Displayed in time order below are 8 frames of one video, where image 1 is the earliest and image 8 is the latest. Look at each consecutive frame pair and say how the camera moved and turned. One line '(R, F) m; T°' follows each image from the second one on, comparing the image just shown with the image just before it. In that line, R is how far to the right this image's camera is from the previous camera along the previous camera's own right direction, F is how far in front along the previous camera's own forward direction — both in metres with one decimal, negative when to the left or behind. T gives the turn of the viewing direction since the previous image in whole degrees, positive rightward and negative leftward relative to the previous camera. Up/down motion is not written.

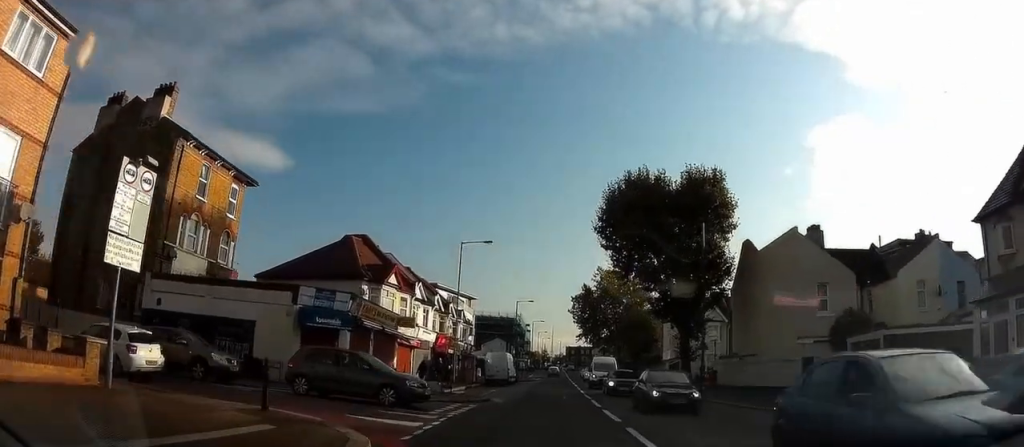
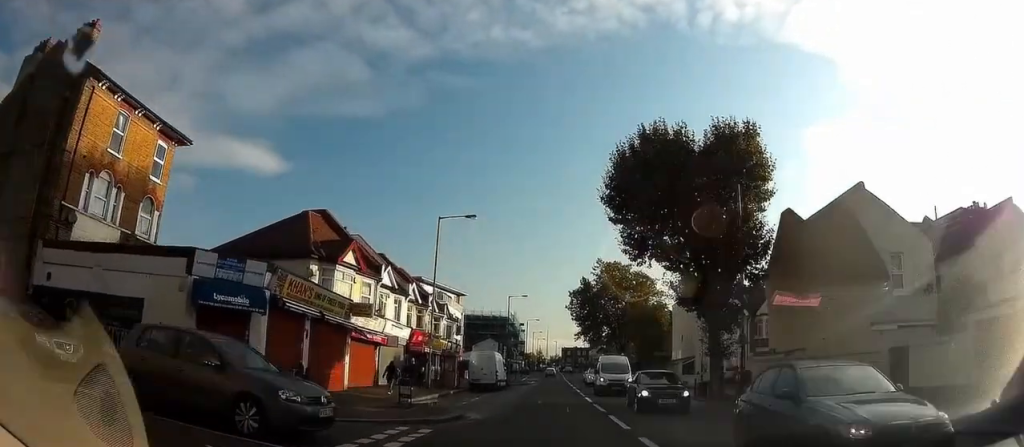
(+0.1, +7.4) m; +1°
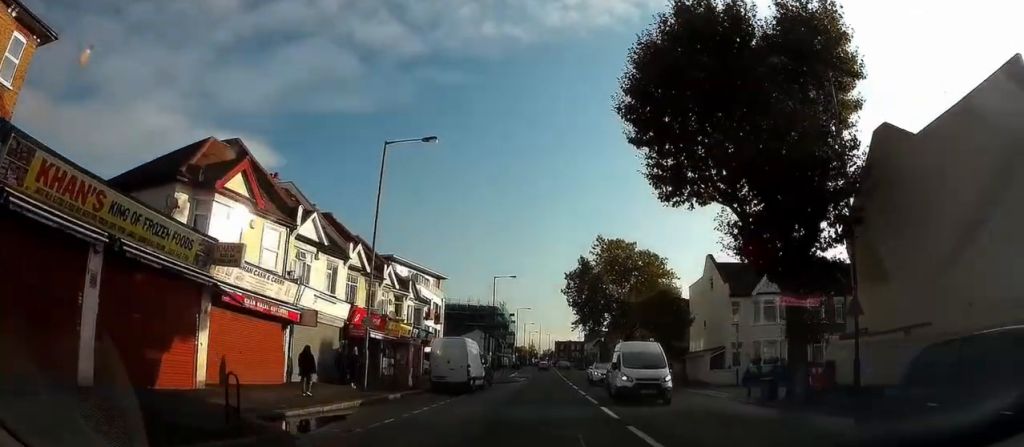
(0.0, +10.6) m; -1°
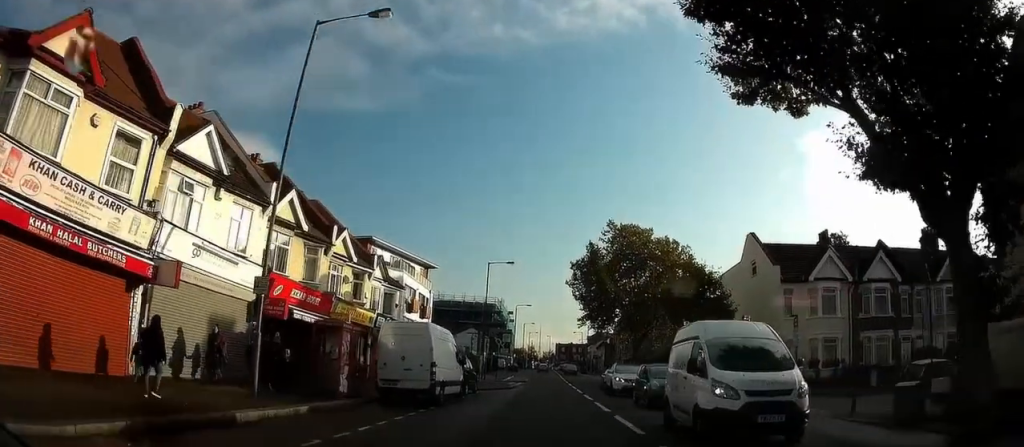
(-0.2, +9.0) m; -1°
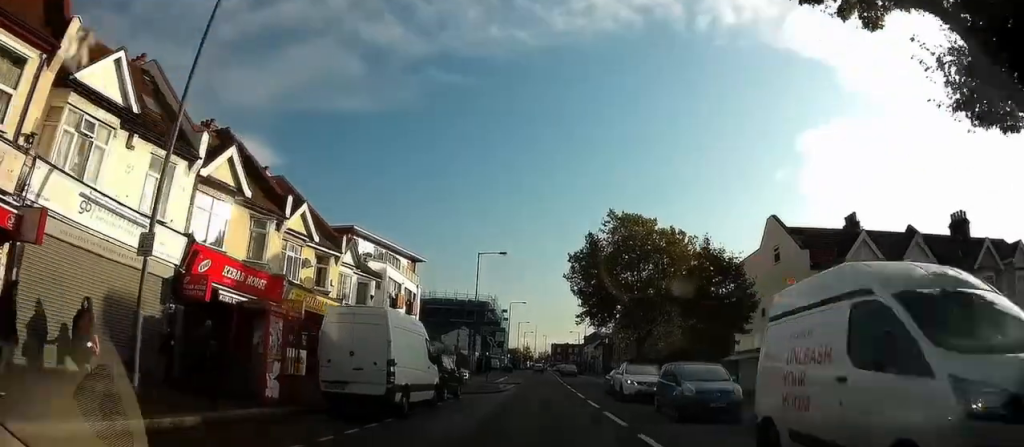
(0.0, +4.4) m; 0°
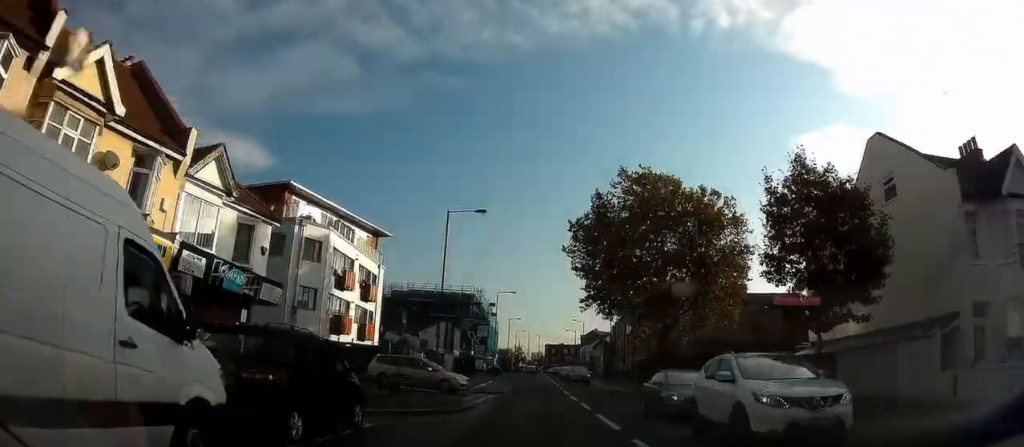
(+0.3, +12.4) m; +2°
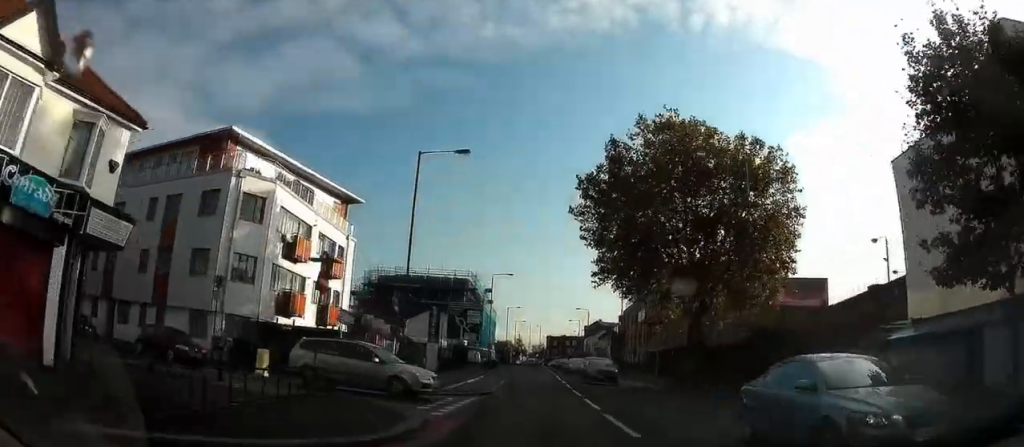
(+0.1, +8.6) m; 0°
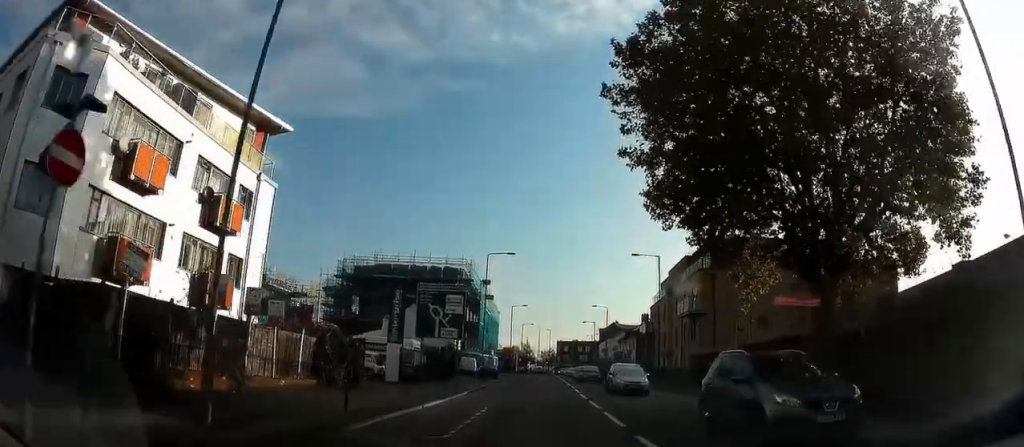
(-0.2, +15.0) m; -2°
